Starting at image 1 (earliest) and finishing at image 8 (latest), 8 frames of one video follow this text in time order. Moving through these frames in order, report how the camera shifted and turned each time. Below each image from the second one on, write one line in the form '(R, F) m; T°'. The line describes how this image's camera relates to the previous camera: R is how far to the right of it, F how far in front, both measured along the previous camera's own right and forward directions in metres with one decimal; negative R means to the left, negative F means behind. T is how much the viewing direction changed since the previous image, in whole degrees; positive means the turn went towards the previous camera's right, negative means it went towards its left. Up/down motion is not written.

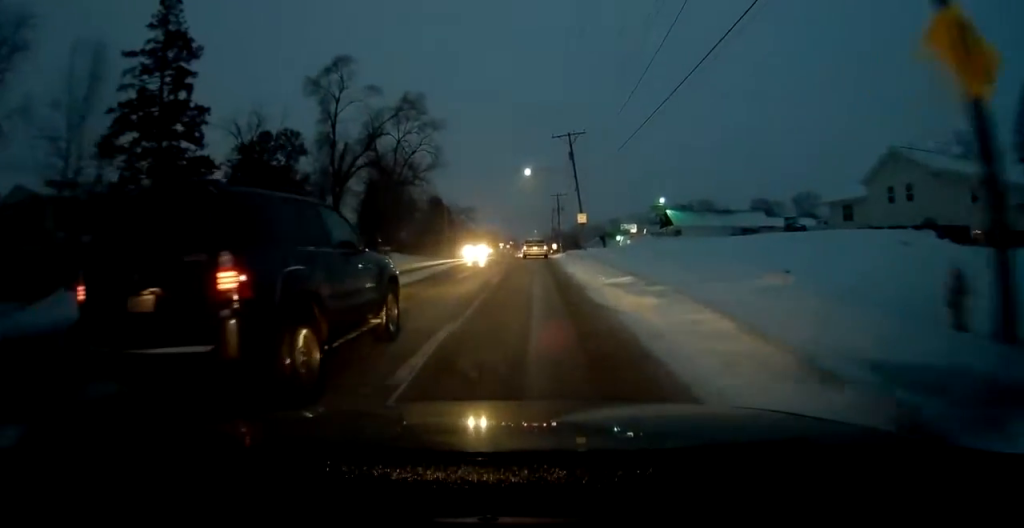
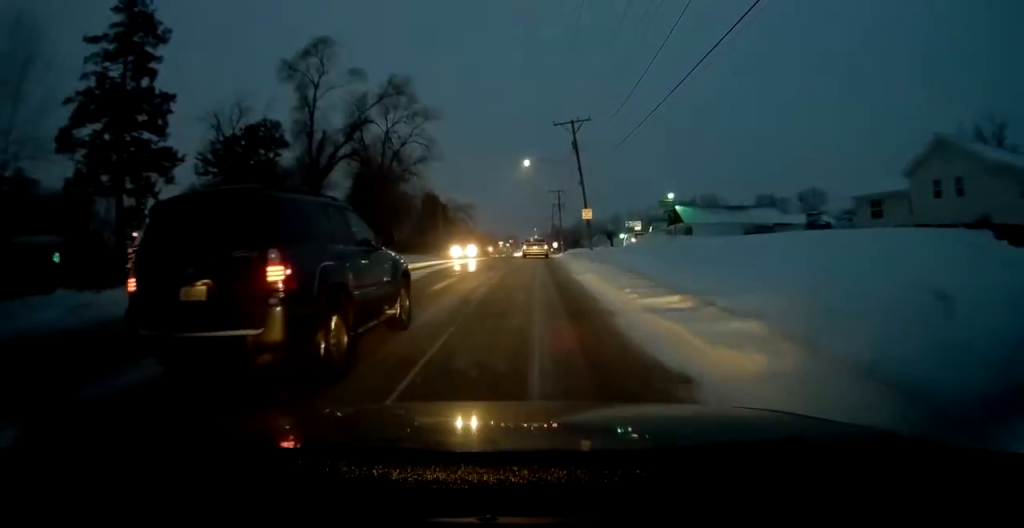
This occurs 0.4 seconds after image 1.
(0.0, +4.8) m; 0°
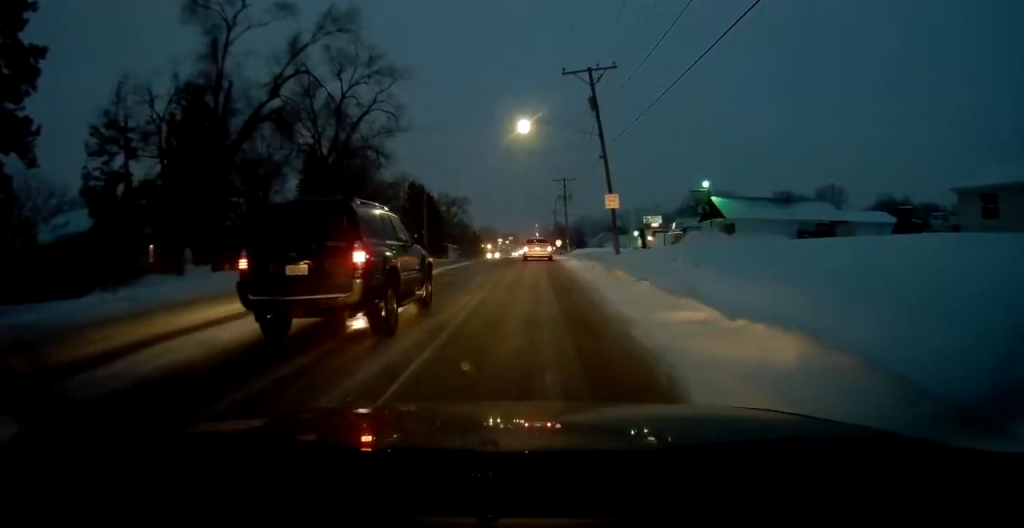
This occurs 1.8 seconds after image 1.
(0.0, +14.1) m; 0°
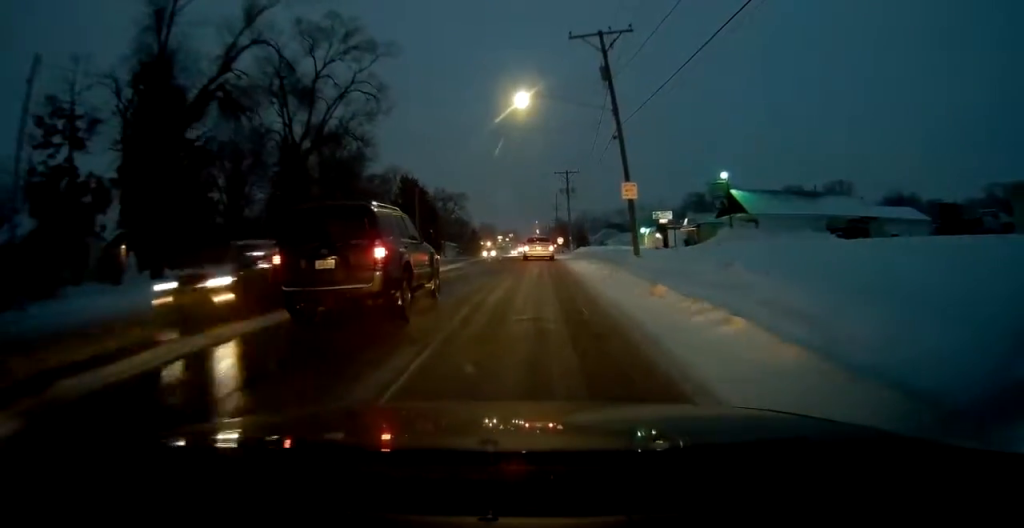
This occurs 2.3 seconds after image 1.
(0.0, +5.7) m; 0°
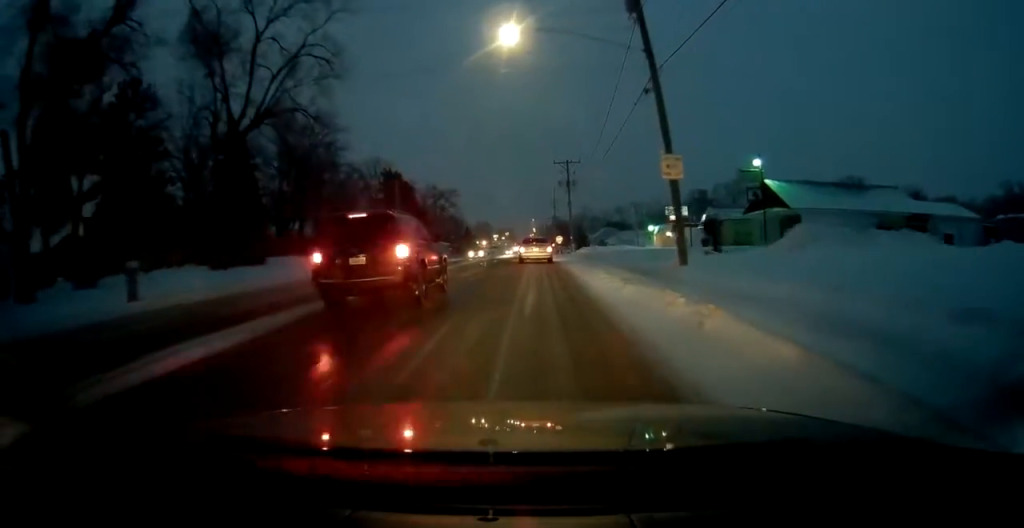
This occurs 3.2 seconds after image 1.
(0.0, +8.5) m; 0°
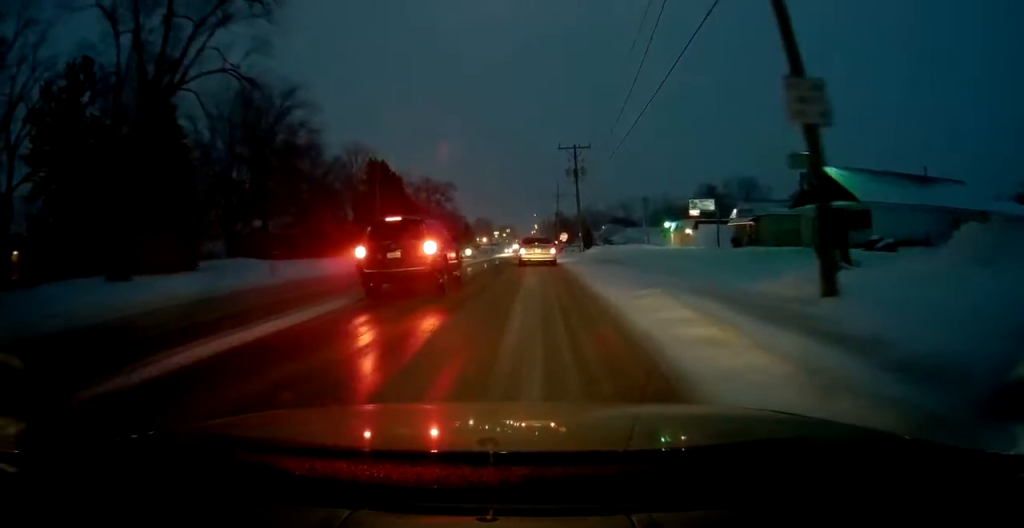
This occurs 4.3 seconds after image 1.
(0.0, +8.9) m; 0°
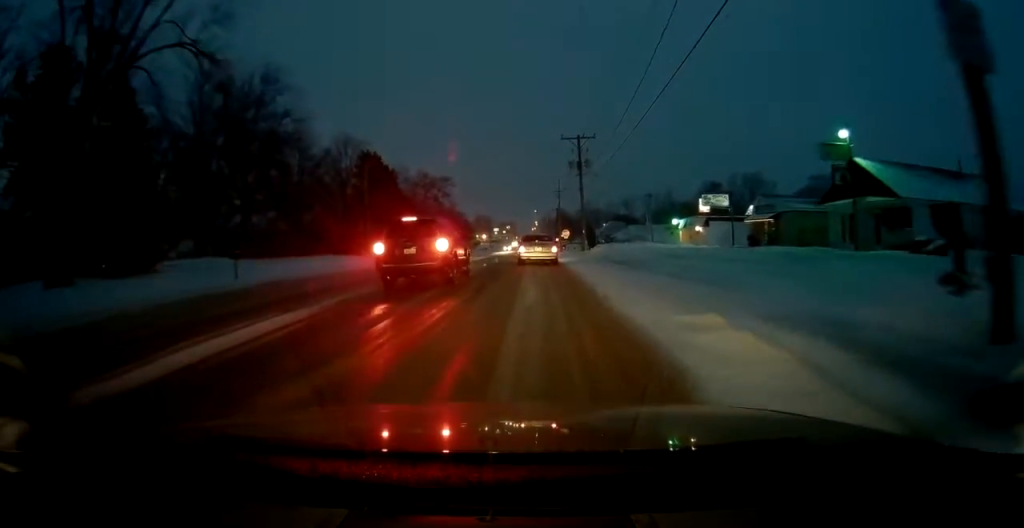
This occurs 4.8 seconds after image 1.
(0.0, +3.9) m; 0°
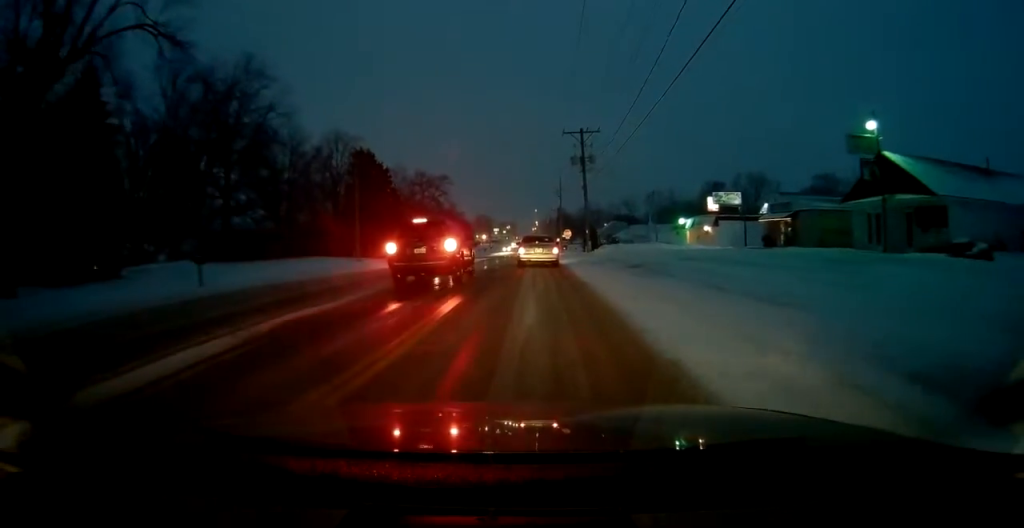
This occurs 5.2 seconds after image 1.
(0.0, +2.9) m; 0°
